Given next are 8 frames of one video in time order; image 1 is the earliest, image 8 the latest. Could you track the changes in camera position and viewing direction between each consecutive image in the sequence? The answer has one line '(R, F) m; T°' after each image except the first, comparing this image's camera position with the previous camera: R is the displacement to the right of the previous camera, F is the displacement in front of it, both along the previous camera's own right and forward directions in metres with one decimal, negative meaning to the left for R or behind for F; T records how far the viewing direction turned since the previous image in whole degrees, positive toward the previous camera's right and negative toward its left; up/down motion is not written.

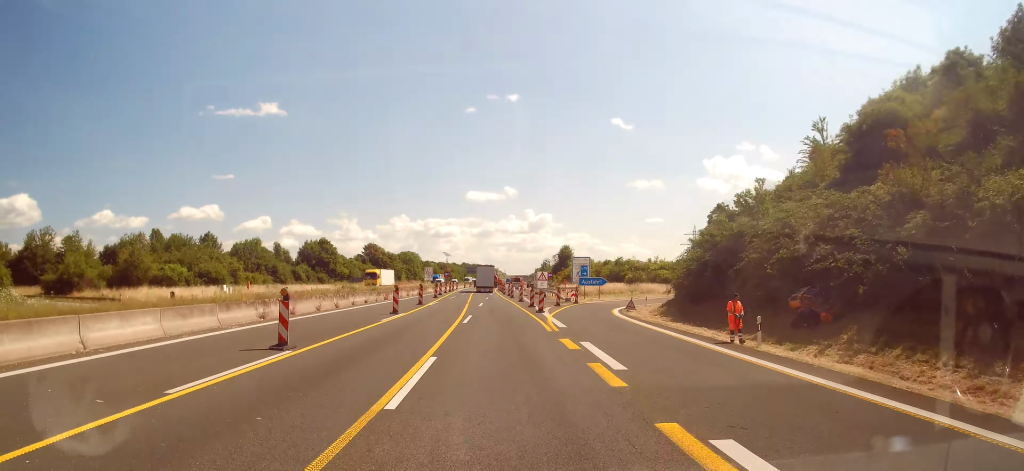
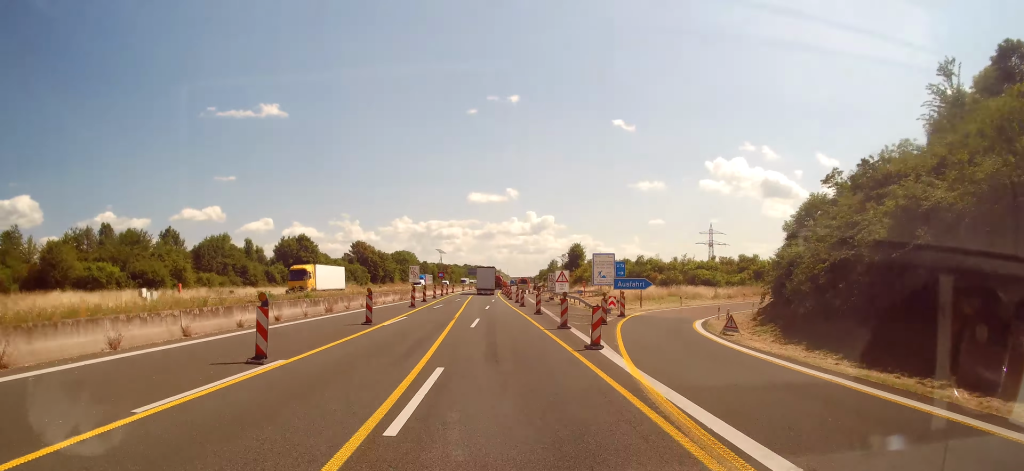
(-0.1, +18.2) m; -1°
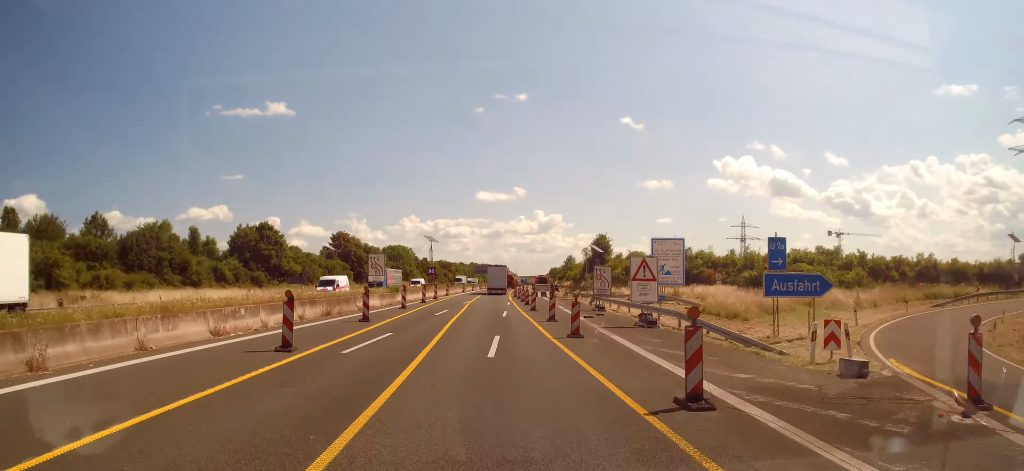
(-0.5, +28.4) m; -1°
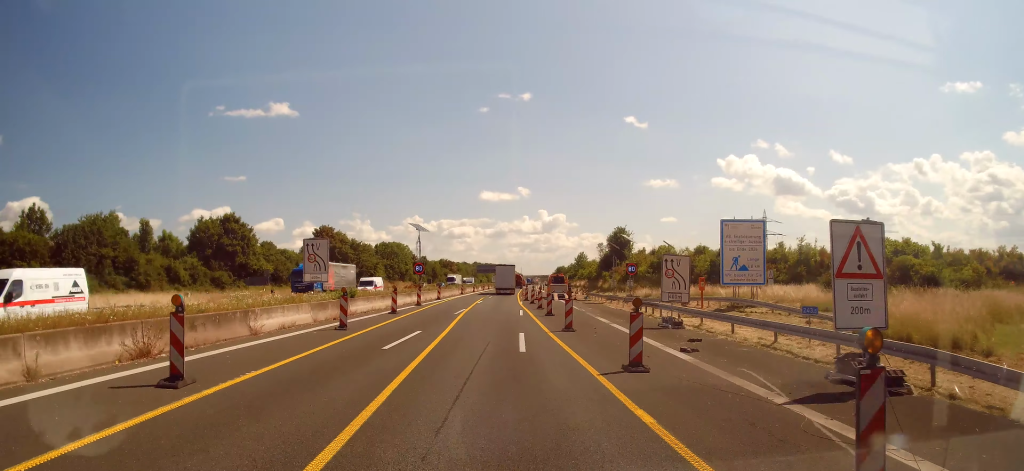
(0.0, +16.9) m; 0°
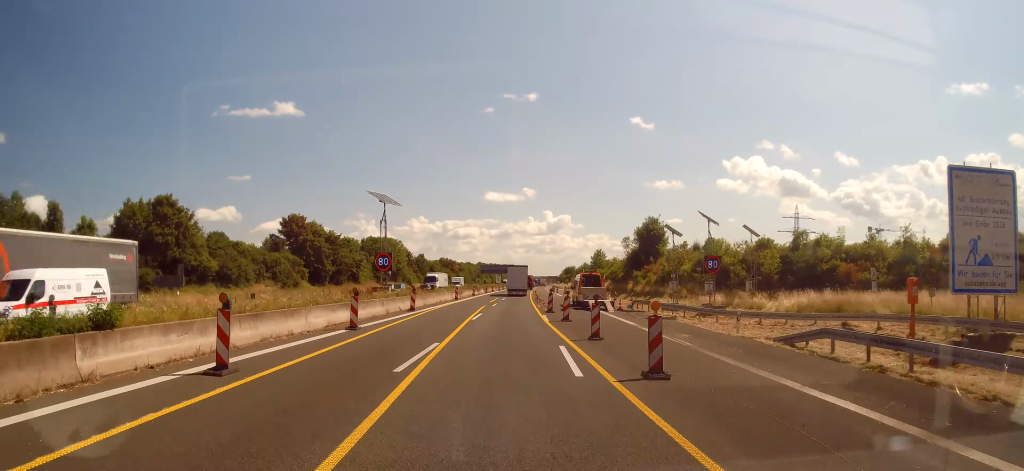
(+0.1, +21.4) m; +1°
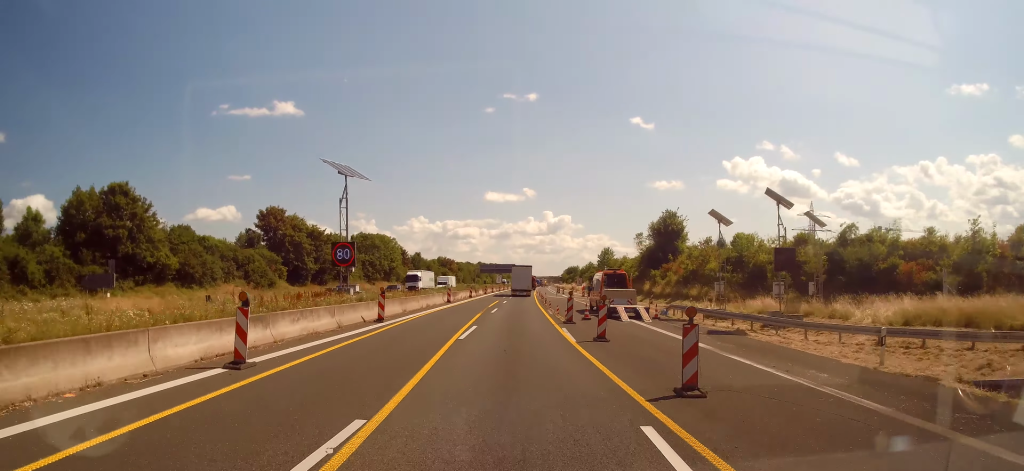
(0.0, +11.0) m; +1°
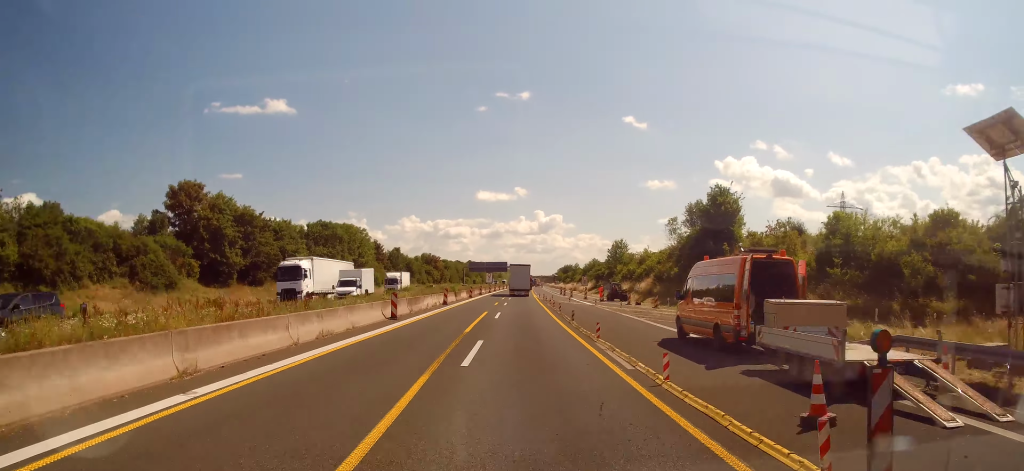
(+0.1, +23.6) m; -1°
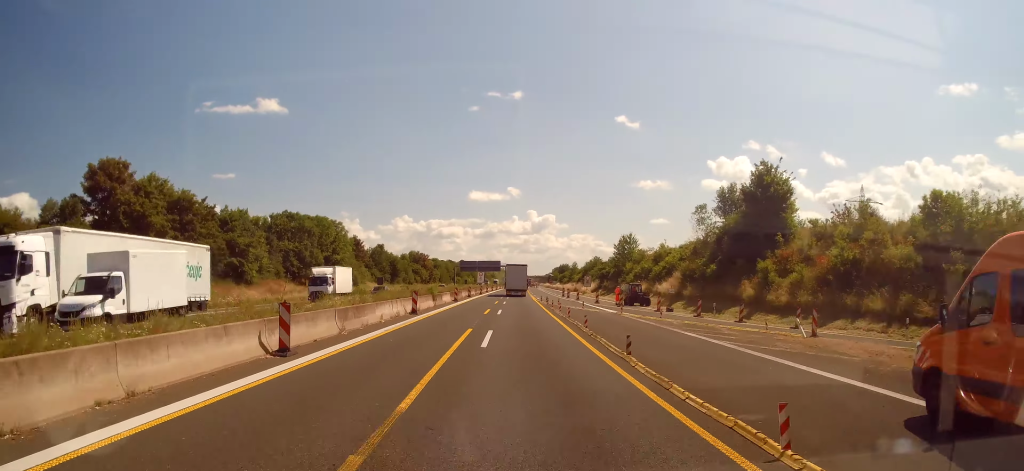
(-0.3, +14.5) m; 0°
